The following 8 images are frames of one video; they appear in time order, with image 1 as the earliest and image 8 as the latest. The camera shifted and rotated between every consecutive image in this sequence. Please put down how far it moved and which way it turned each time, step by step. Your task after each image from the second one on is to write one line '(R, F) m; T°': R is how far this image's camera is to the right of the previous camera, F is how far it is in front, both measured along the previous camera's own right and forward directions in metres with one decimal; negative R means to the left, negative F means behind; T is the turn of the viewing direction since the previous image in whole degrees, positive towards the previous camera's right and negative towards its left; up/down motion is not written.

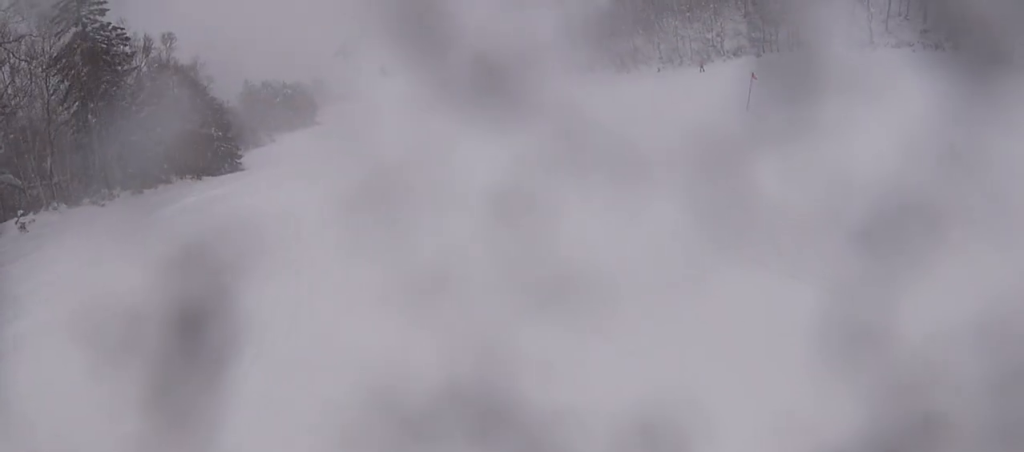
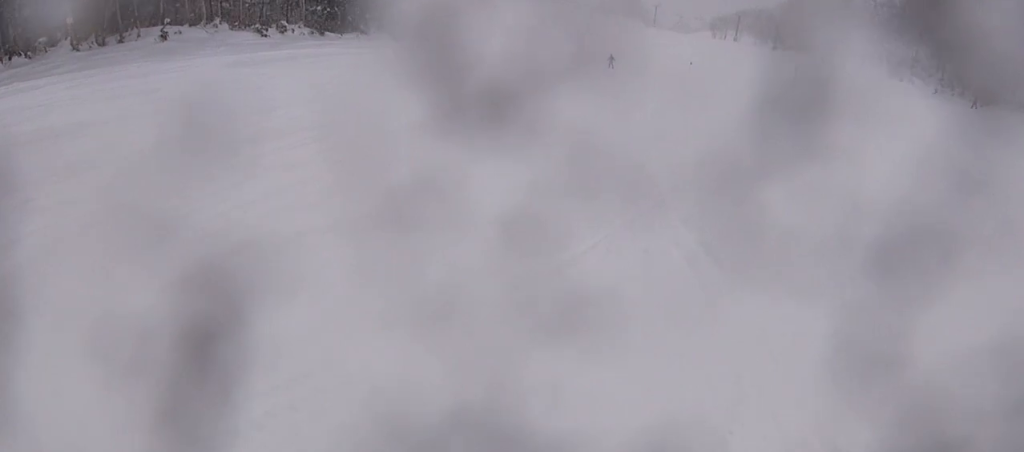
(-0.8, +5.3) m; -14°
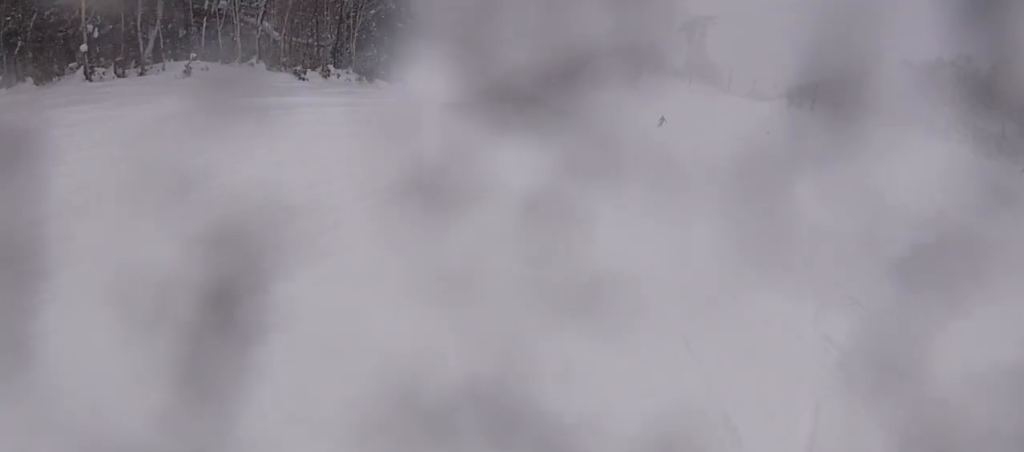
(-0.3, +4.1) m; -5°
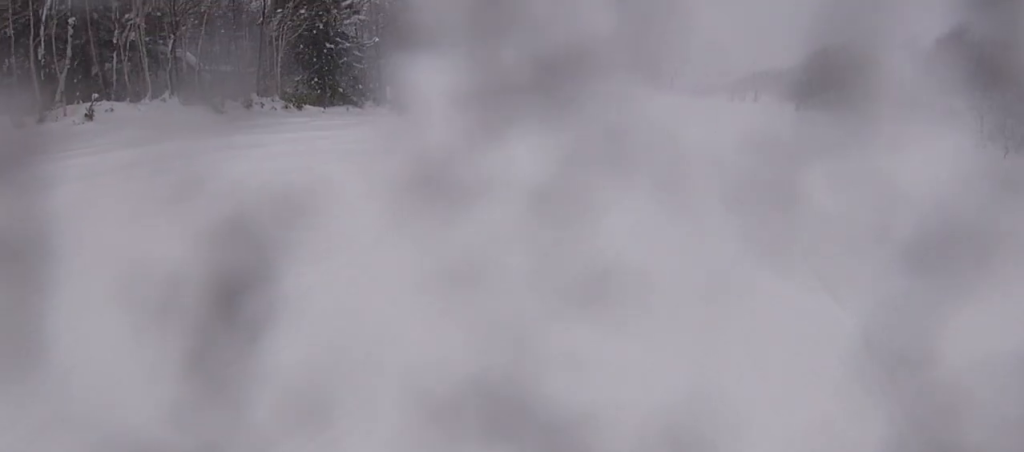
(-0.1, +2.8) m; -1°
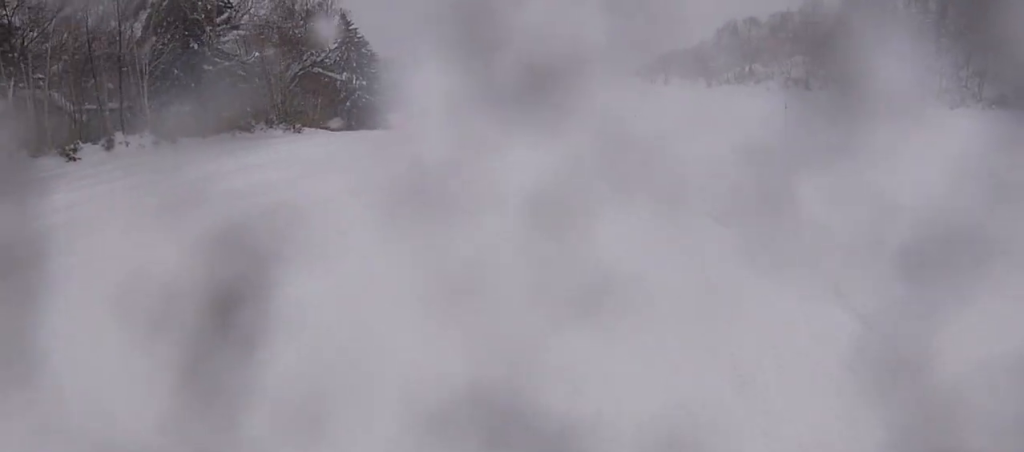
(+0.1, +3.8) m; +6°
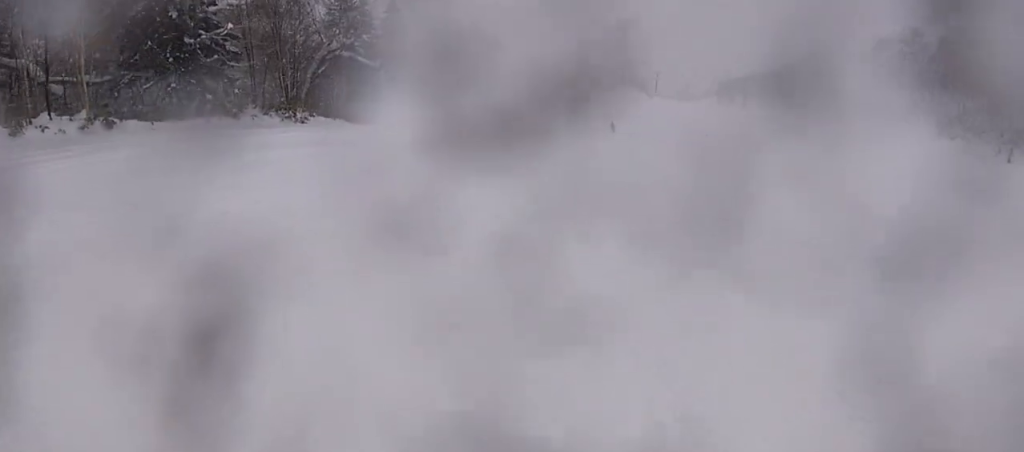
(+1.0, +8.1) m; -1°
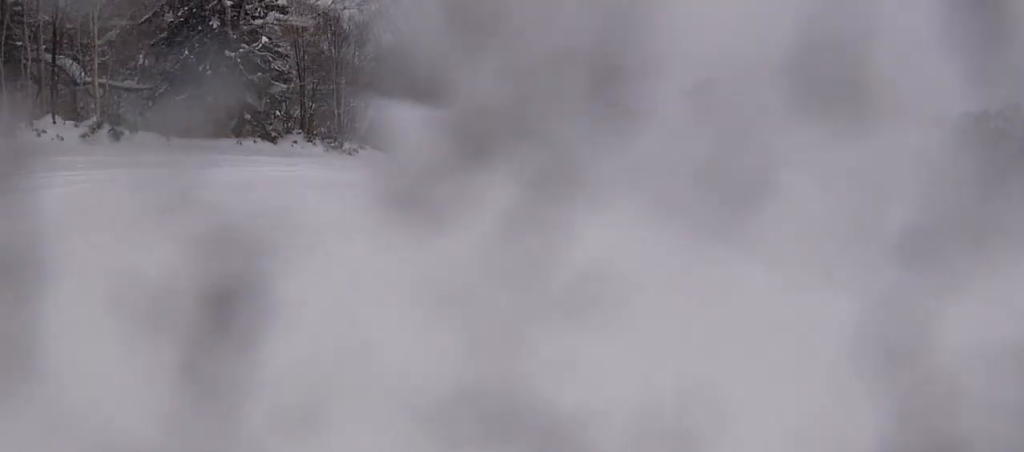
(-0.7, +4.4) m; -6°
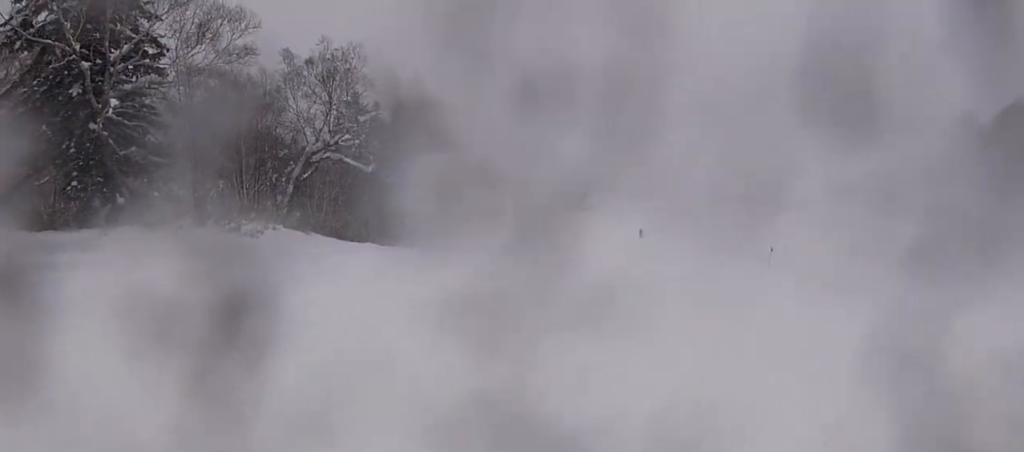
(-0.5, +5.6) m; -5°
